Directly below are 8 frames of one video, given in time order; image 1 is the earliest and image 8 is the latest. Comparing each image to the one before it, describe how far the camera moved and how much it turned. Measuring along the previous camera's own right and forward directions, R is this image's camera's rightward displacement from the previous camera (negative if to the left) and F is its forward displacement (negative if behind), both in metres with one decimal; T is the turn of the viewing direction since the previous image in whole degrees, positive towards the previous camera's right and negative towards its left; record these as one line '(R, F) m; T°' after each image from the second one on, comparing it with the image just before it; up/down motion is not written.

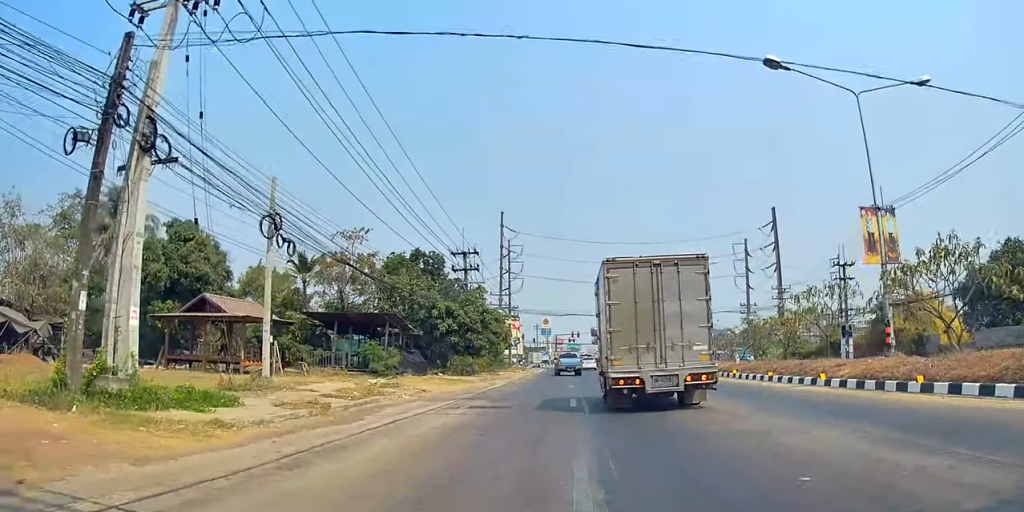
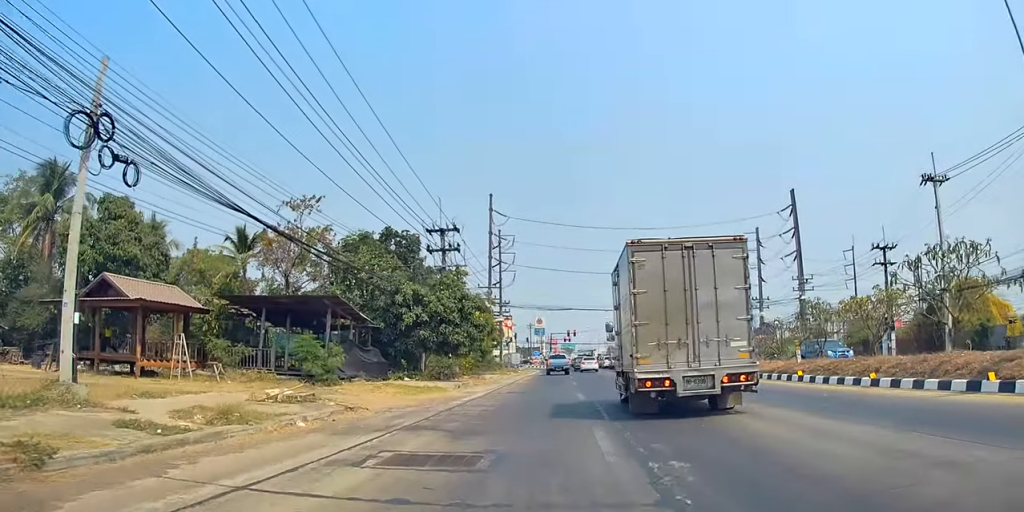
(-0.3, +8.7) m; 0°
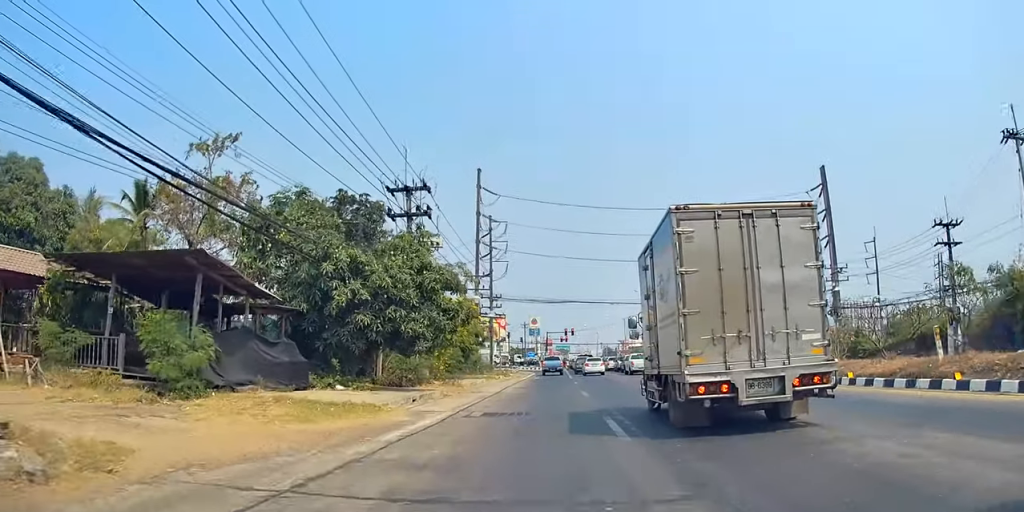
(+0.5, +9.6) m; +3°
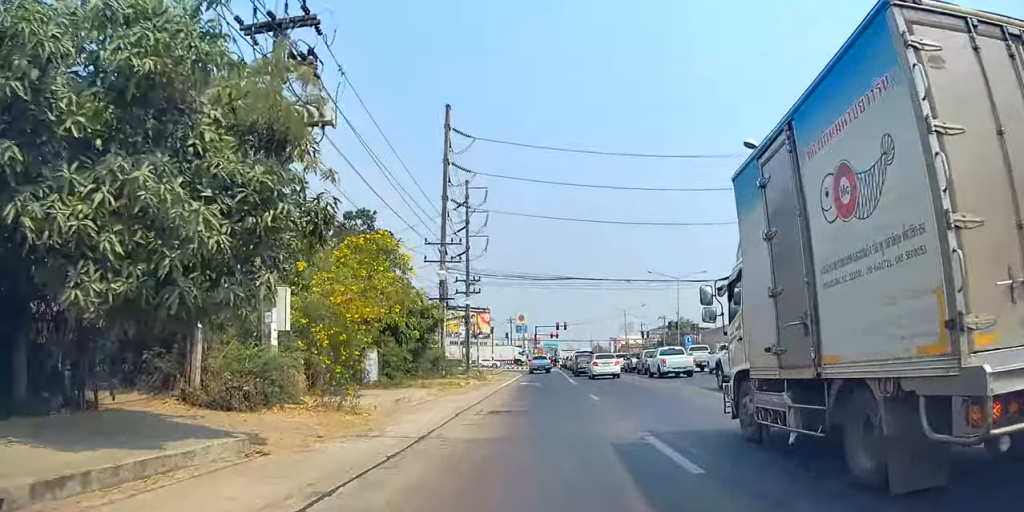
(0.0, +16.2) m; 0°
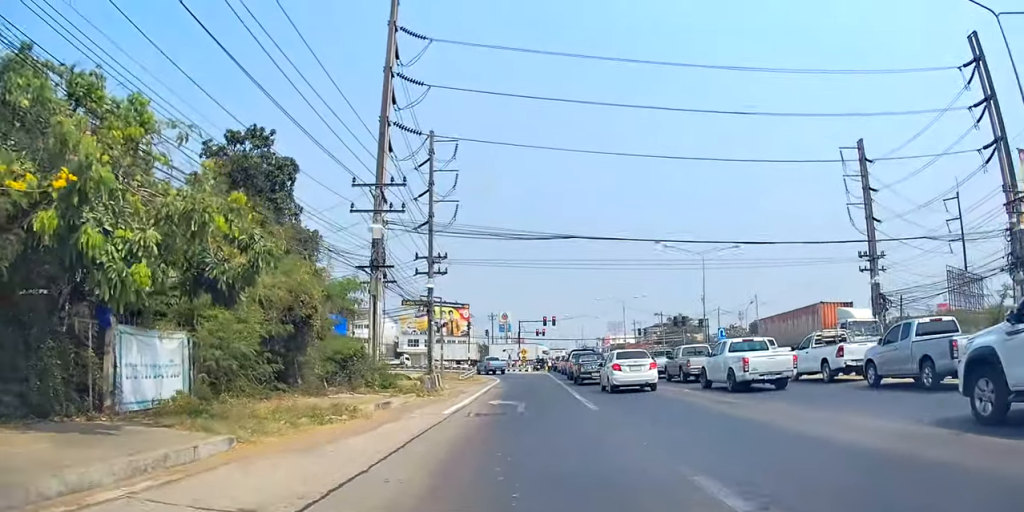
(0.0, +15.2) m; 0°
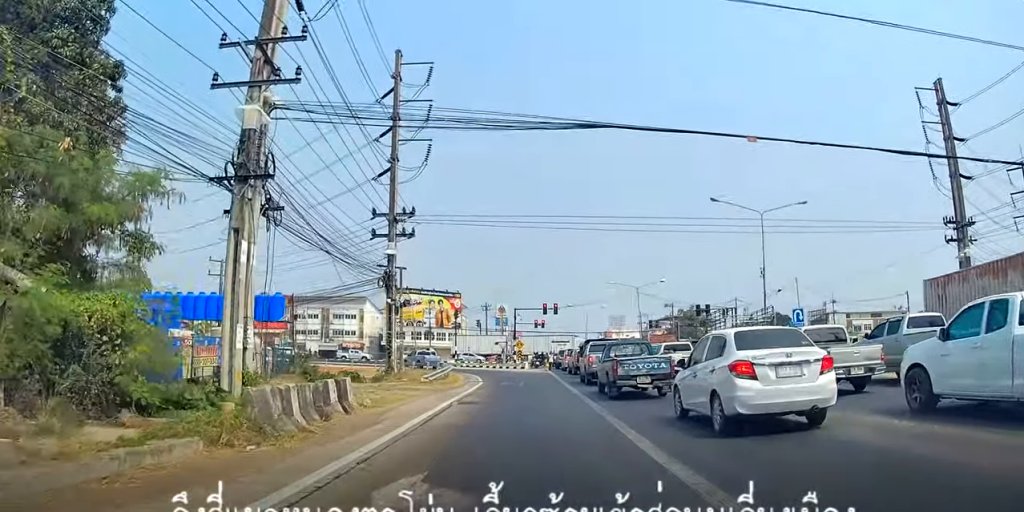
(0.0, +14.5) m; +2°
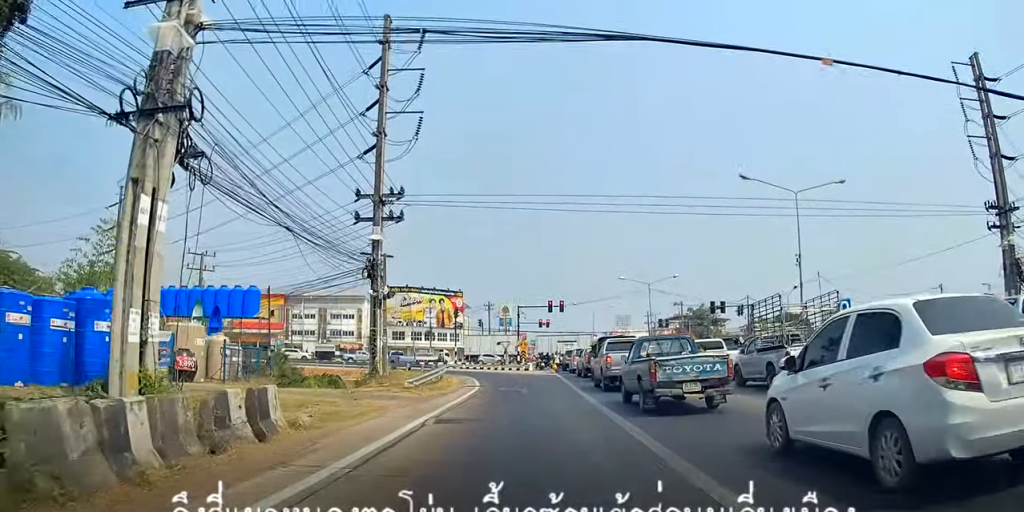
(-0.2, +4.8) m; +2°
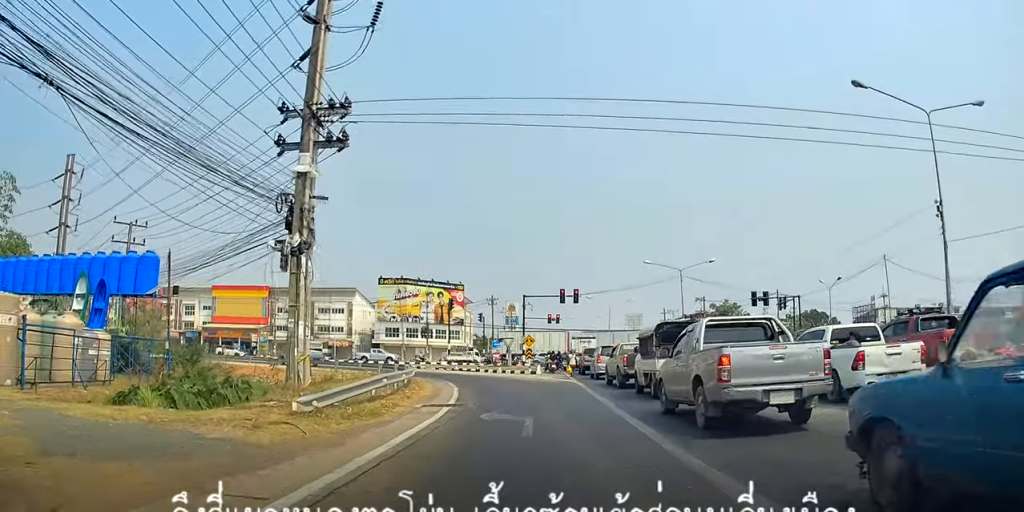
(+0.9, +12.3) m; 0°
